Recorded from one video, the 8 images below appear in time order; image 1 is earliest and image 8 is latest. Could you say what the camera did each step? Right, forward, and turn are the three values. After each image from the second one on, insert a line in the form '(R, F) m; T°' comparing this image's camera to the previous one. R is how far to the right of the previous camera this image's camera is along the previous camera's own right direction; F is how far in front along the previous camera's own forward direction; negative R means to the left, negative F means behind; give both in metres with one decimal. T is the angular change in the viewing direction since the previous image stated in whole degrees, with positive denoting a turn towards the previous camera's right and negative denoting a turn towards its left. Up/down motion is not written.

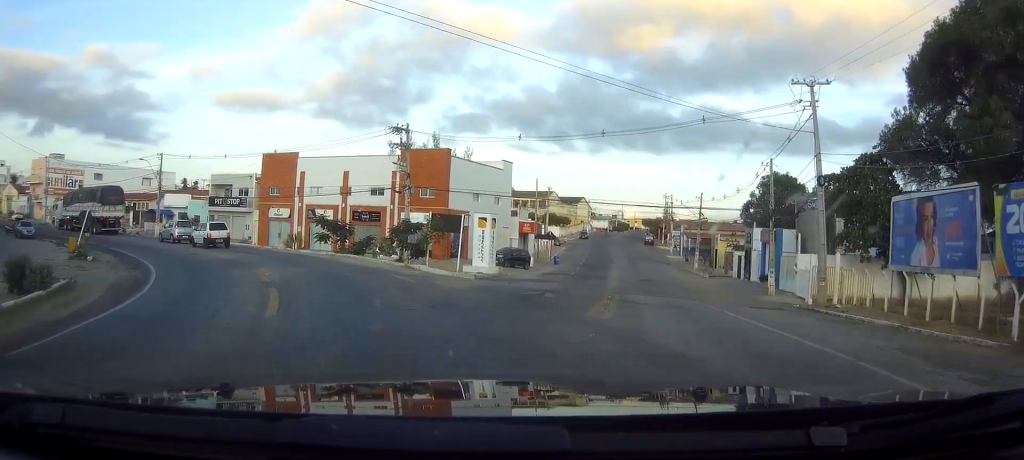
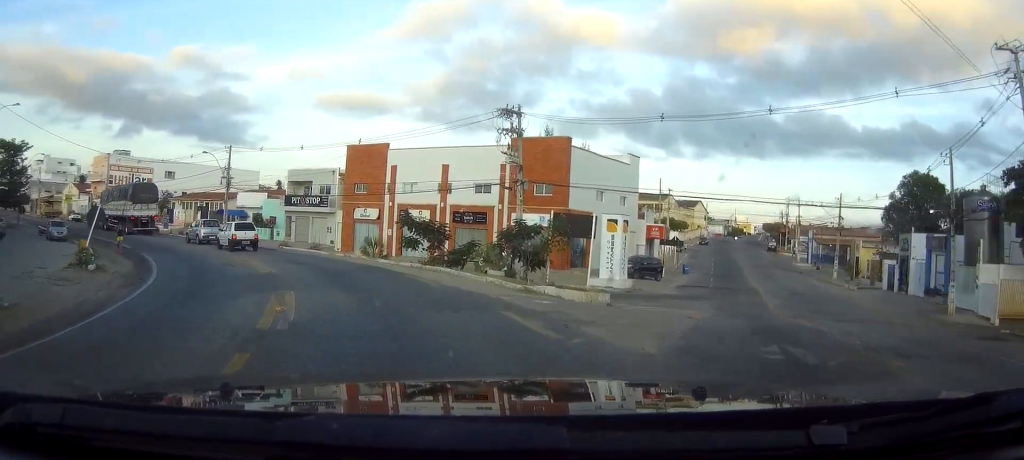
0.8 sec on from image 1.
(-0.4, +8.4) m; -7°
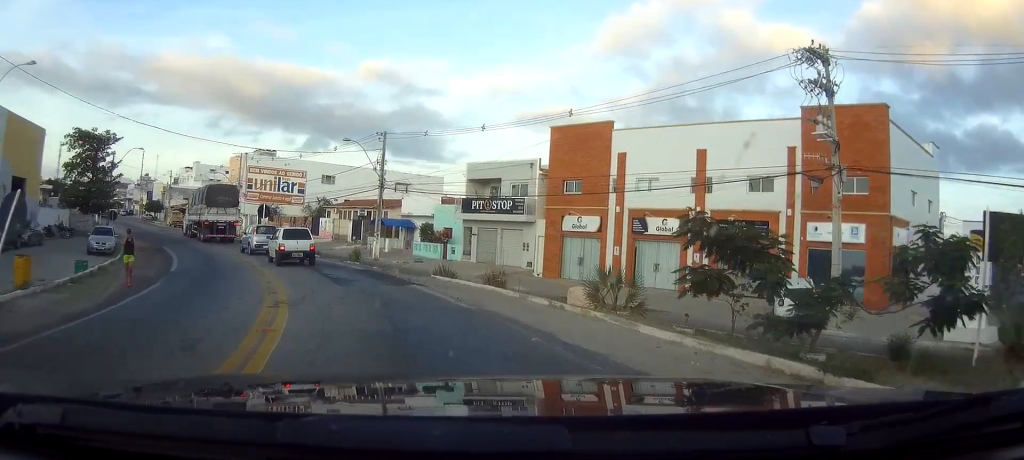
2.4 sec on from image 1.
(-2.3, +16.1) m; -16°
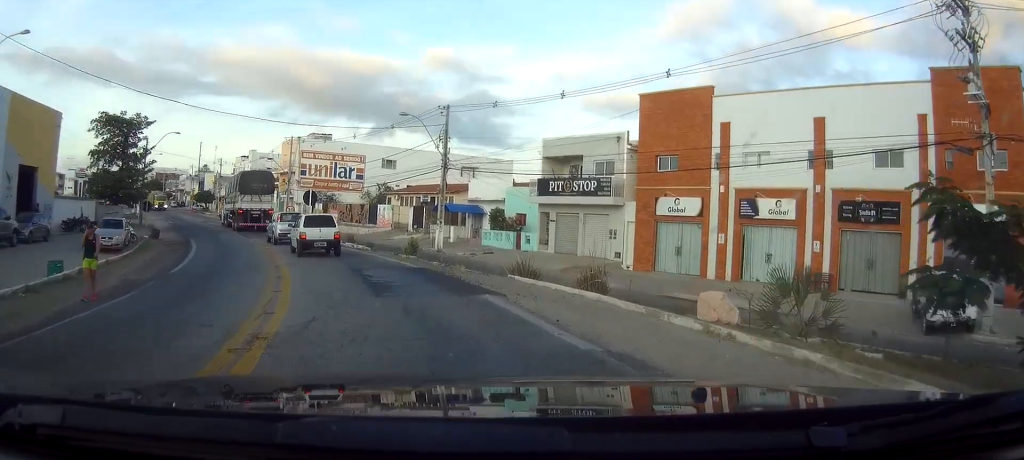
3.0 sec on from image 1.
(-0.3, +5.2) m; -7°
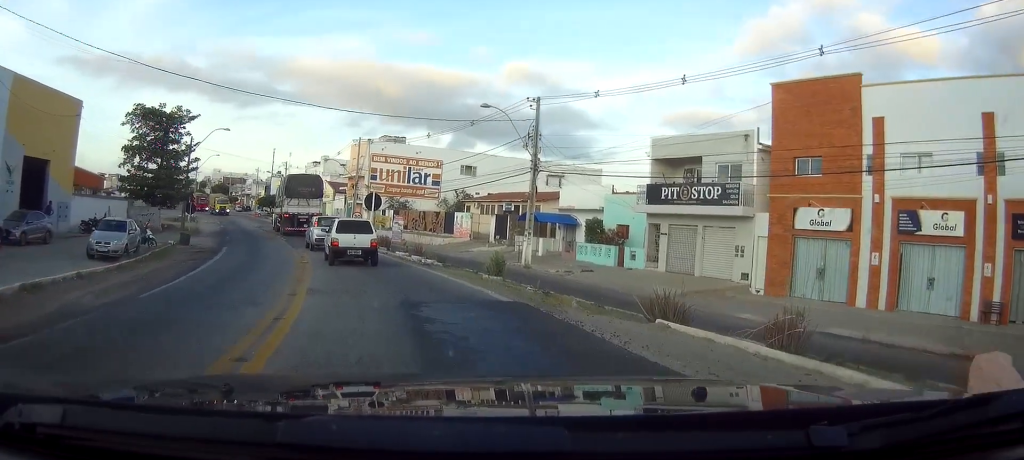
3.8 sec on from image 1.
(-0.4, +6.3) m; -9°
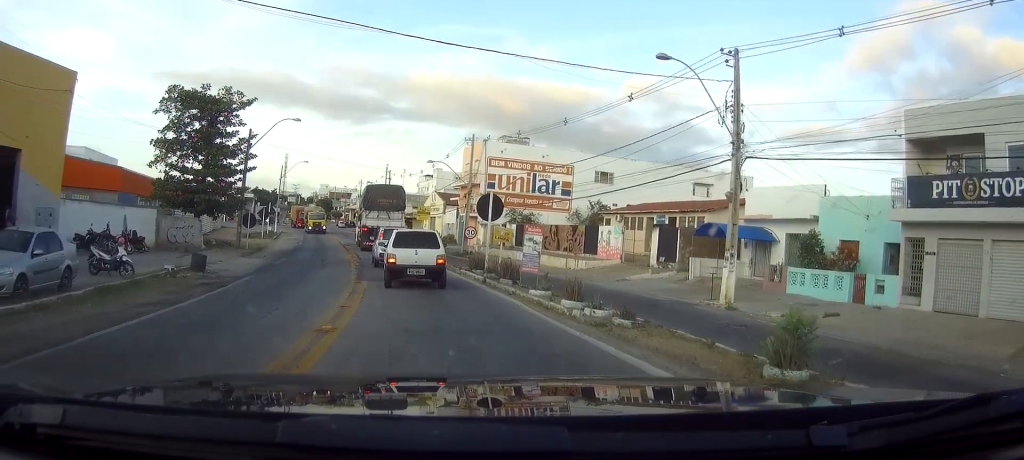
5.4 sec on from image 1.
(-1.8, +12.9) m; -9°
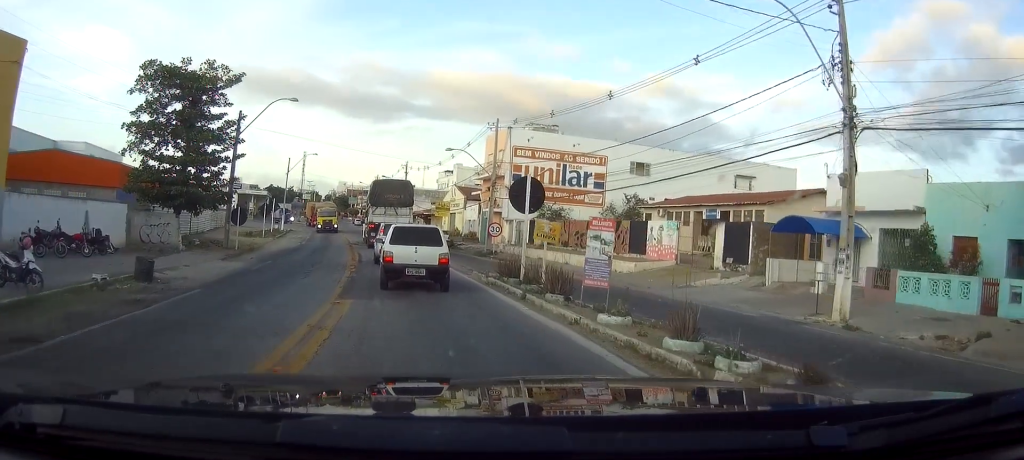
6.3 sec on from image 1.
(0.0, +6.3) m; -1°
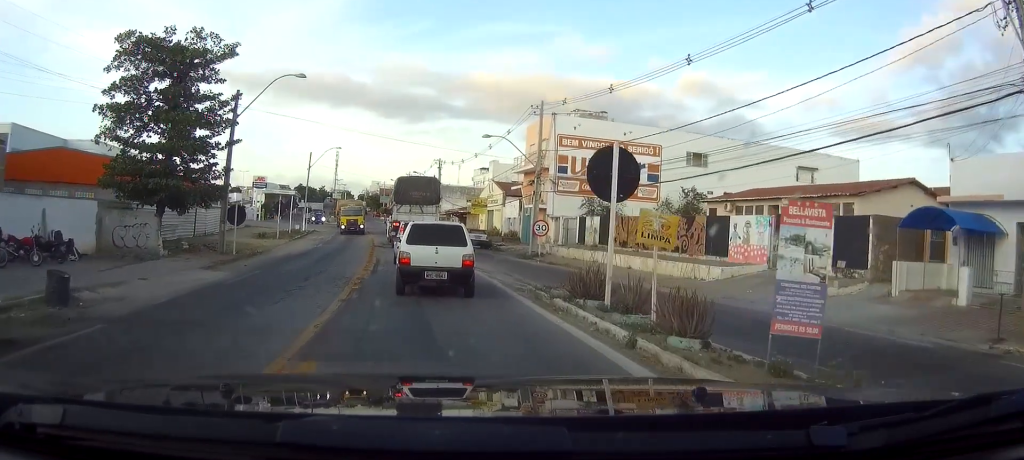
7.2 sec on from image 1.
(-0.1, +6.1) m; -2°
